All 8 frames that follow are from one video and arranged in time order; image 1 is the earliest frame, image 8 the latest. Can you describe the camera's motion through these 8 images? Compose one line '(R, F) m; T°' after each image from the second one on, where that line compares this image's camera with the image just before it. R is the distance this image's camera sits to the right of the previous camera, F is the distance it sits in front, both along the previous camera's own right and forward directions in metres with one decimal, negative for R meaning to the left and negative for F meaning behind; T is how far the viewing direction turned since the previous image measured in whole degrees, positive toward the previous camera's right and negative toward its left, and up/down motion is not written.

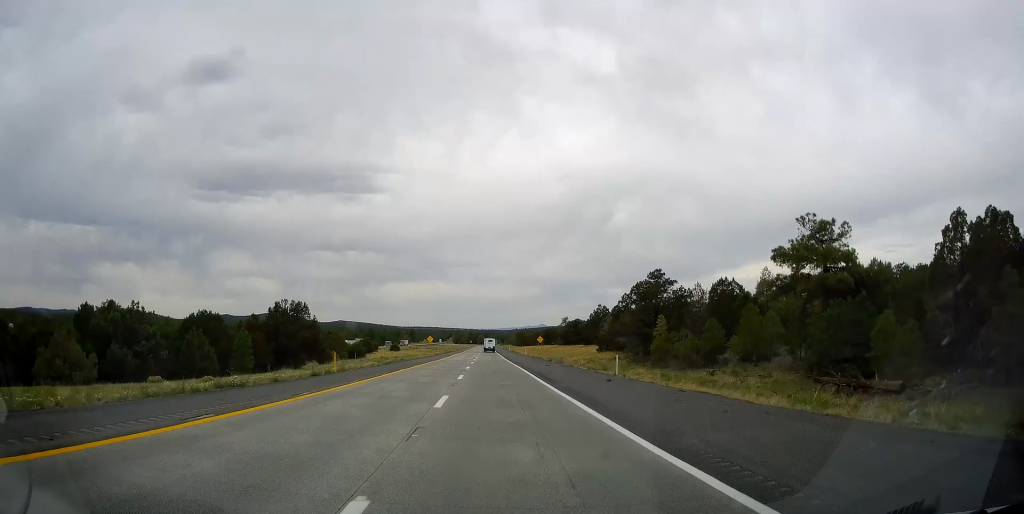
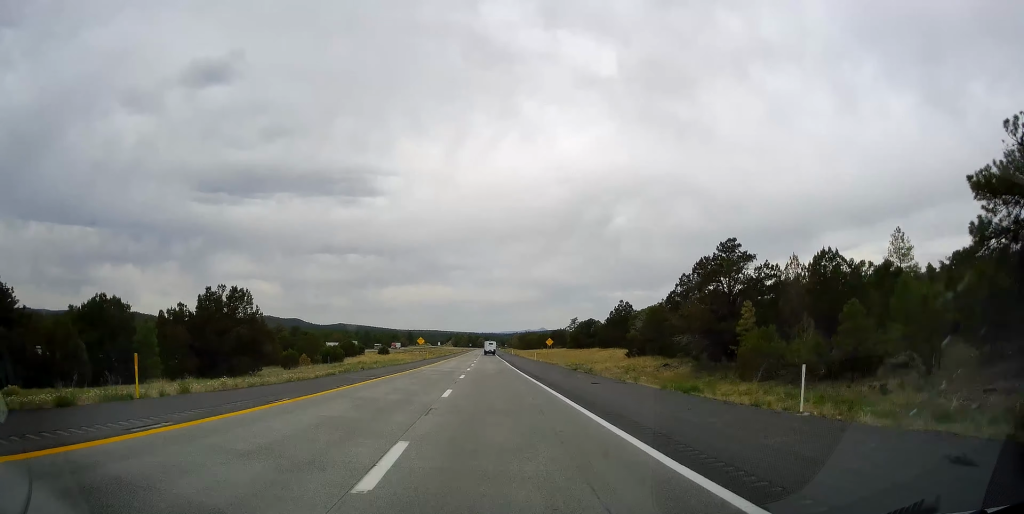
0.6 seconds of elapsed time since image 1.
(+0.1, +21.1) m; 0°
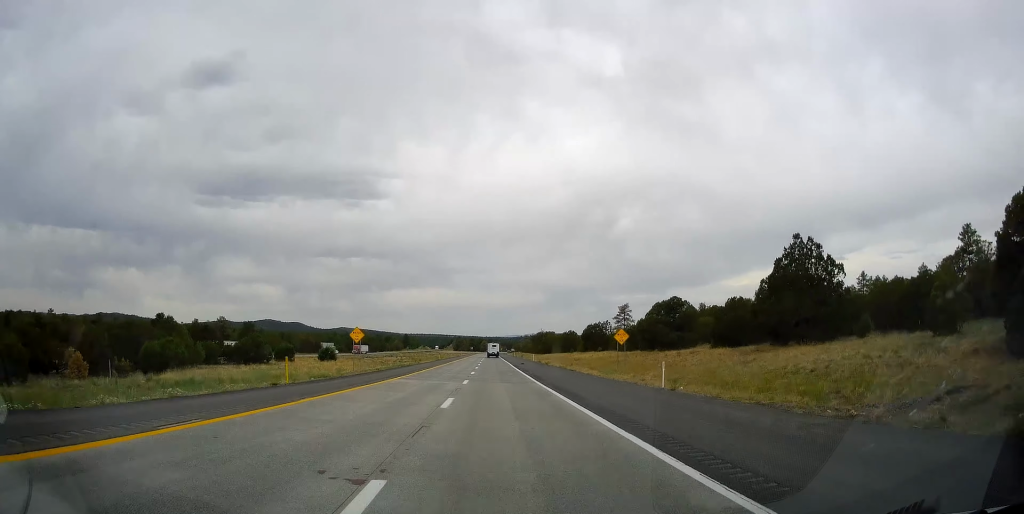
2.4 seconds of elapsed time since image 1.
(0.0, +64.3) m; 0°
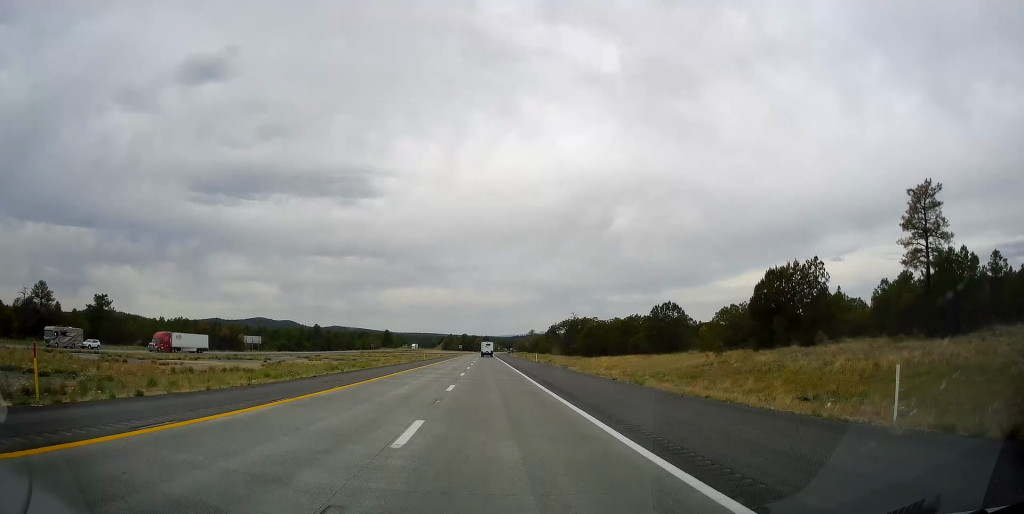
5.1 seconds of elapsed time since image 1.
(-1.1, +92.2) m; 0°
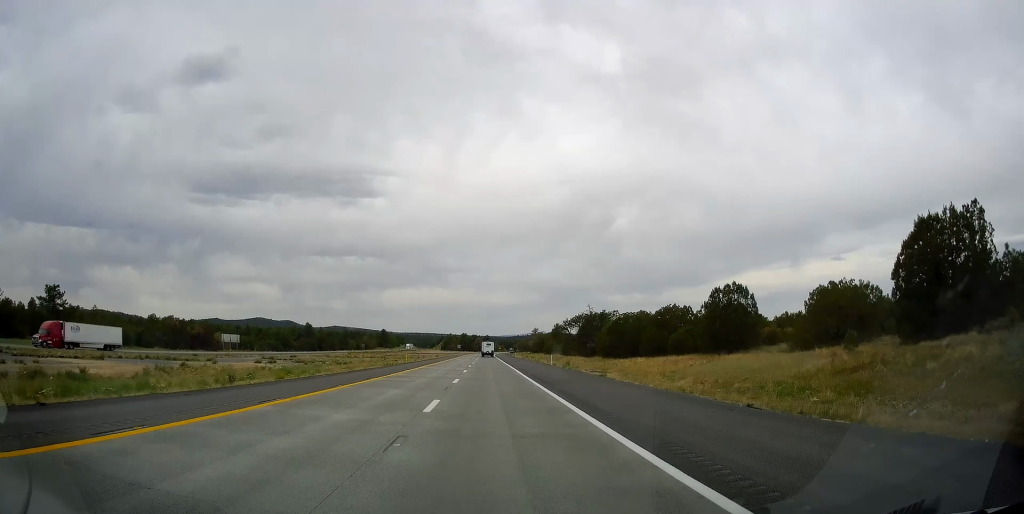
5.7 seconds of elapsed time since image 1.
(+0.1, +19.5) m; 0°
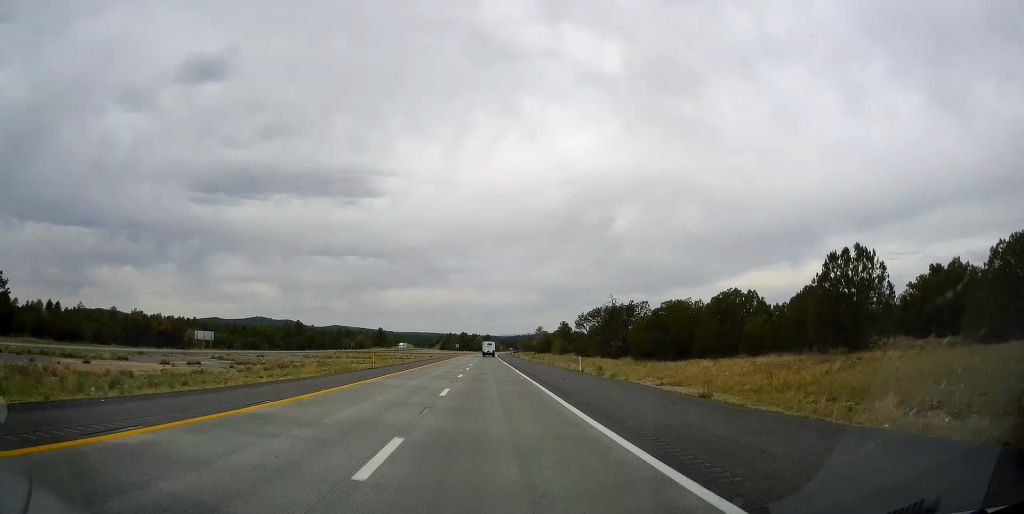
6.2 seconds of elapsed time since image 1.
(+0.1, +19.5) m; -1°
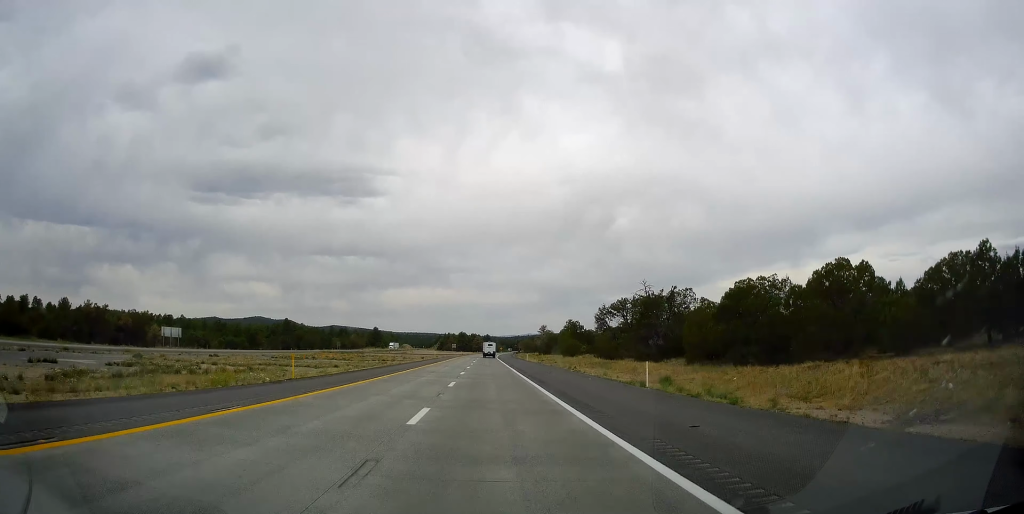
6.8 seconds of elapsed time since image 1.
(-0.2, +19.5) m; 0°
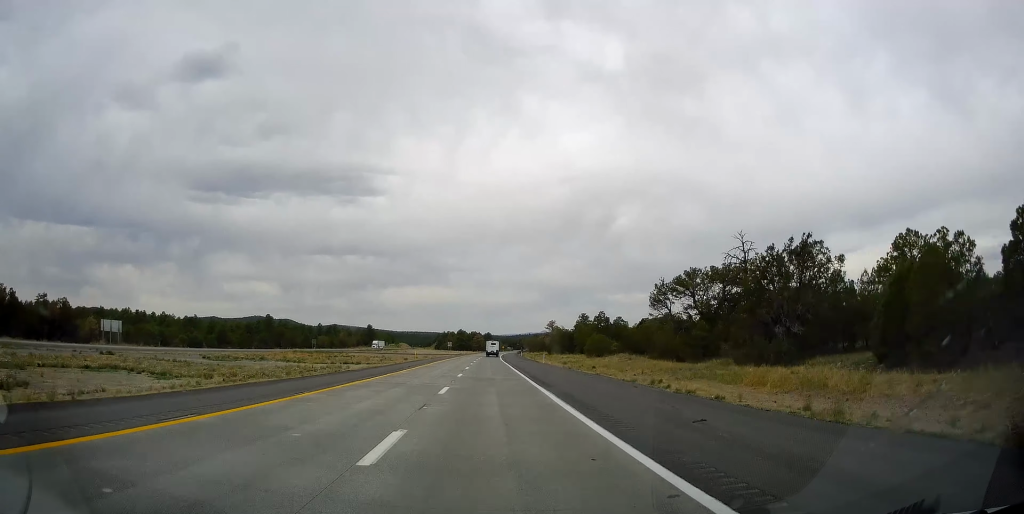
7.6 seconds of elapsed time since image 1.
(-0.2, +28.7) m; 0°
